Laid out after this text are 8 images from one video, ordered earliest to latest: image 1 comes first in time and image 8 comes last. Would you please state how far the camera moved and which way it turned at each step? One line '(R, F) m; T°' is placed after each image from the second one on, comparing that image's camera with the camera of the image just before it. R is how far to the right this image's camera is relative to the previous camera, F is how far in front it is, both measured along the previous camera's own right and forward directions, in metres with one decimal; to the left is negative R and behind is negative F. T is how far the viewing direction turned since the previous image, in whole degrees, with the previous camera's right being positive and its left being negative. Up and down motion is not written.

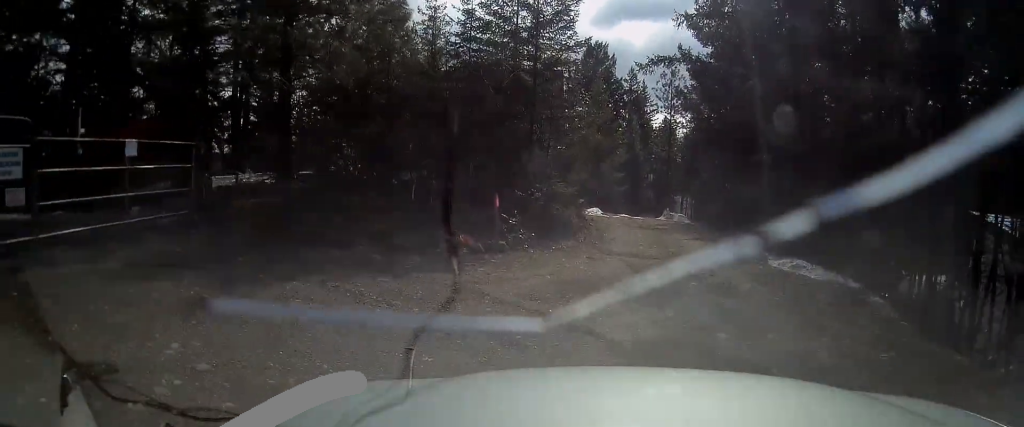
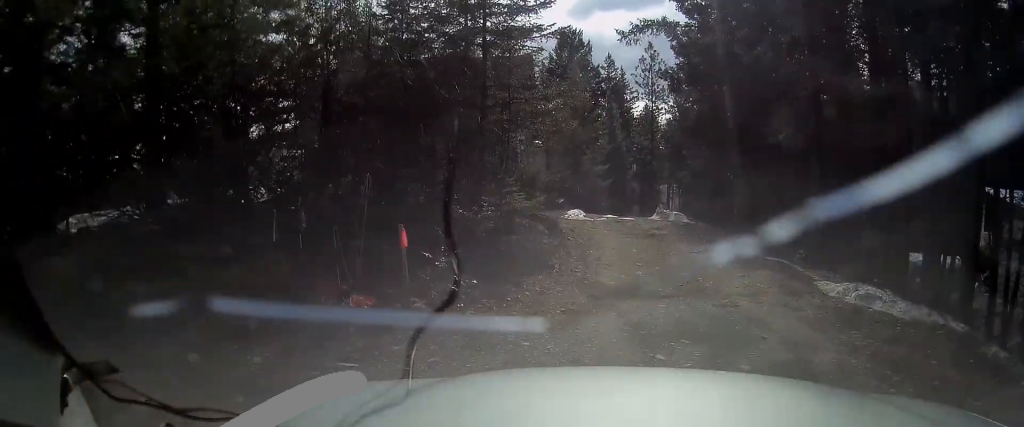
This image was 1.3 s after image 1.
(+0.3, +3.2) m; +6°
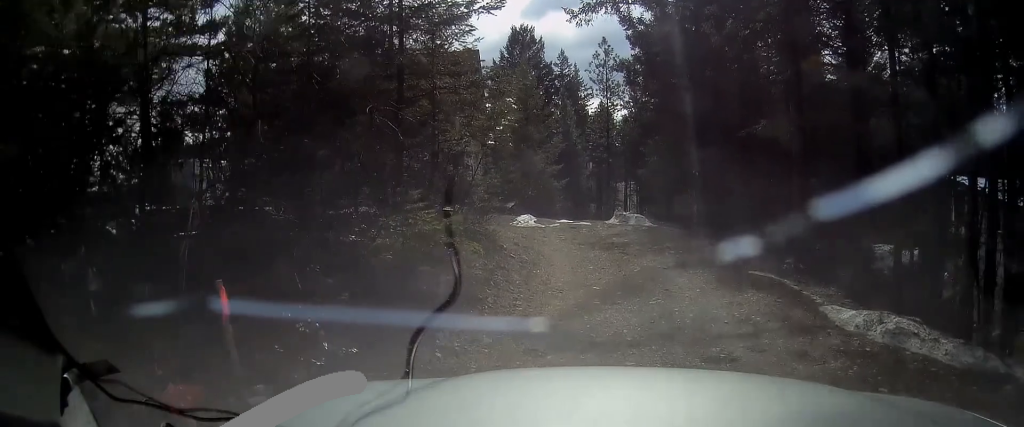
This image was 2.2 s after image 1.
(-0.1, +1.8) m; 0°
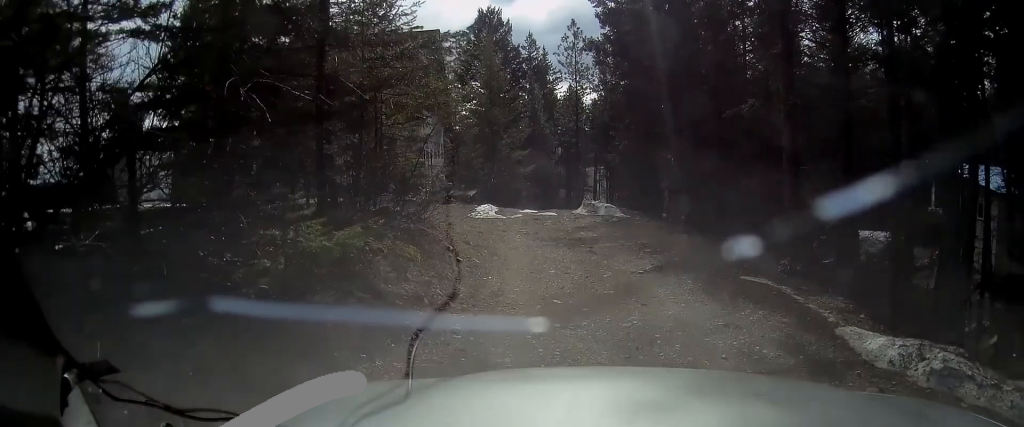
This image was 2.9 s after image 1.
(-0.2, +1.3) m; 0°
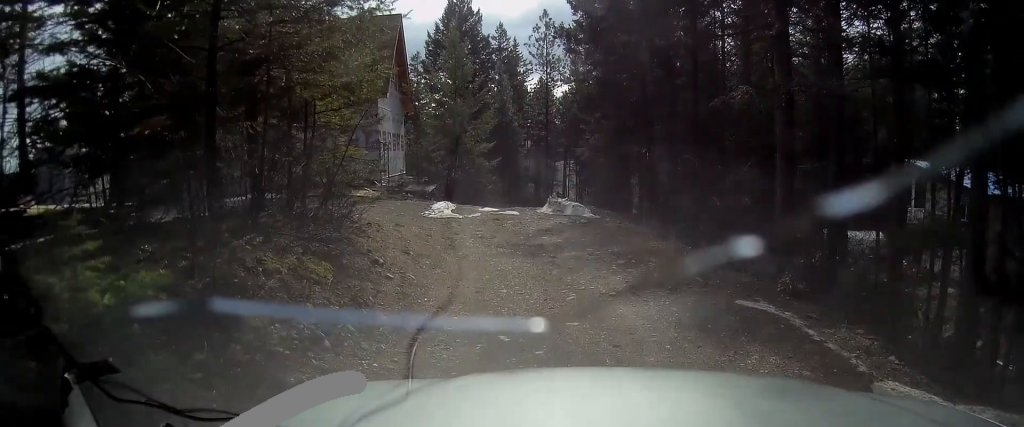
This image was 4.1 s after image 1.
(+0.5, +1.0) m; 0°
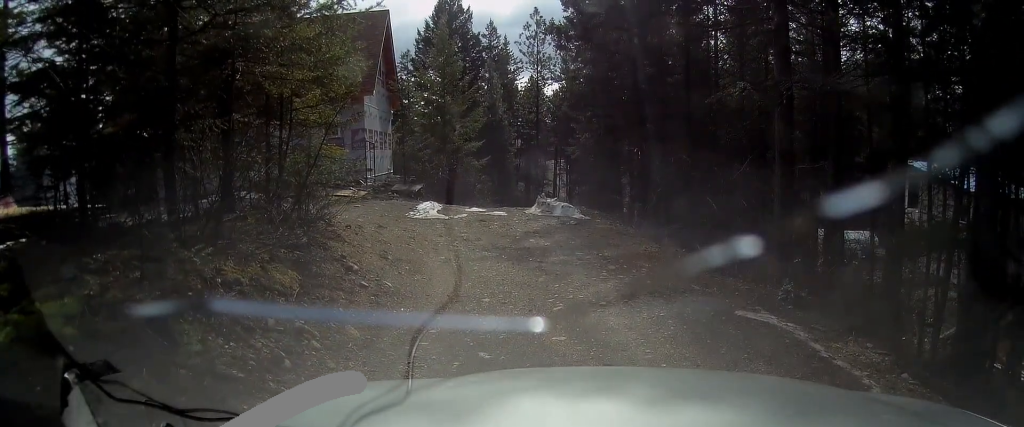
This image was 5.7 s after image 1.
(0.0, +0.7) m; 0°
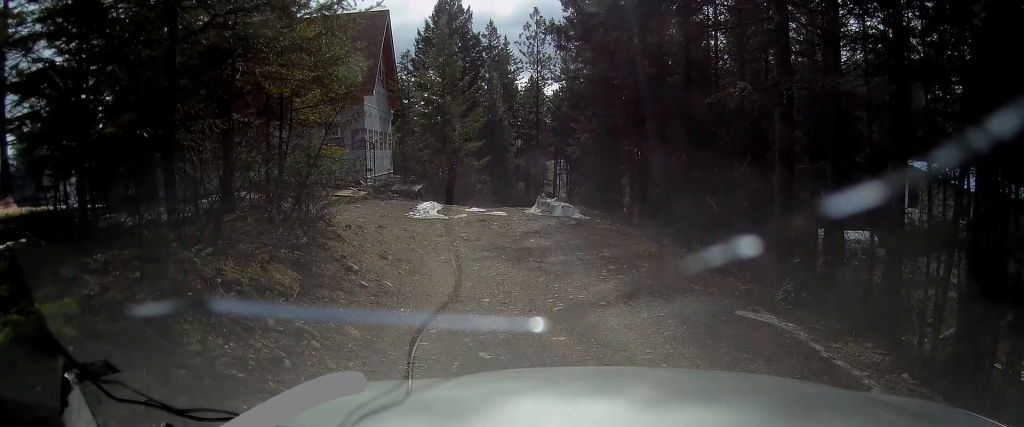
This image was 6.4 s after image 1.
(+0.2, +0.2) m; 0°
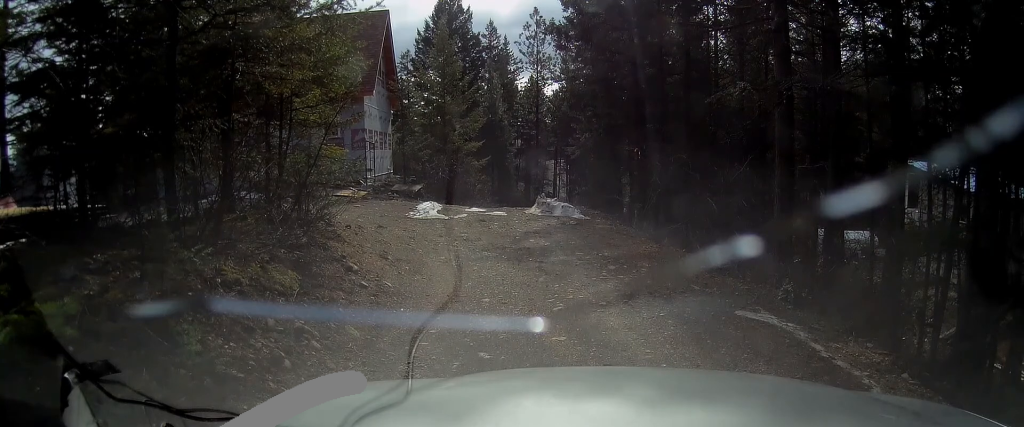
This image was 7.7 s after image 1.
(0.0, 0.0) m; 0°
